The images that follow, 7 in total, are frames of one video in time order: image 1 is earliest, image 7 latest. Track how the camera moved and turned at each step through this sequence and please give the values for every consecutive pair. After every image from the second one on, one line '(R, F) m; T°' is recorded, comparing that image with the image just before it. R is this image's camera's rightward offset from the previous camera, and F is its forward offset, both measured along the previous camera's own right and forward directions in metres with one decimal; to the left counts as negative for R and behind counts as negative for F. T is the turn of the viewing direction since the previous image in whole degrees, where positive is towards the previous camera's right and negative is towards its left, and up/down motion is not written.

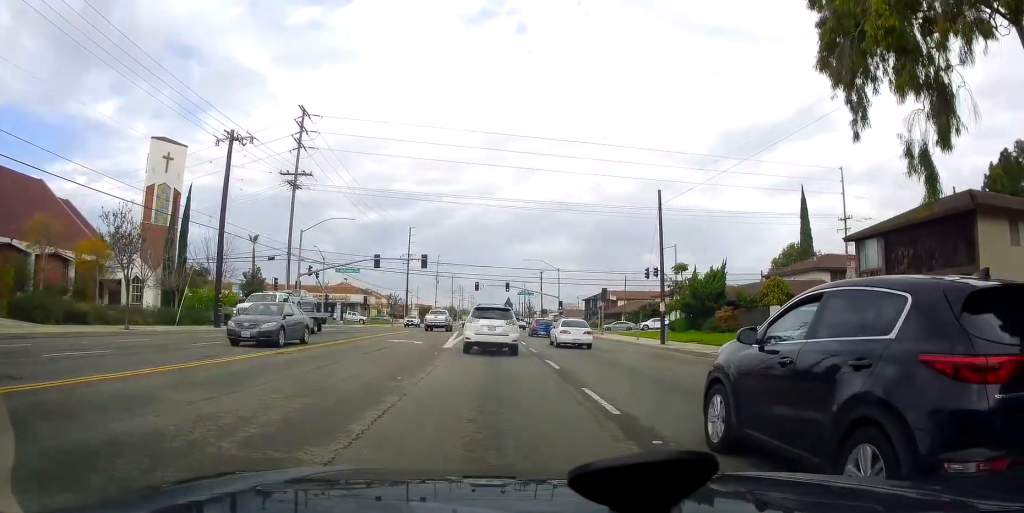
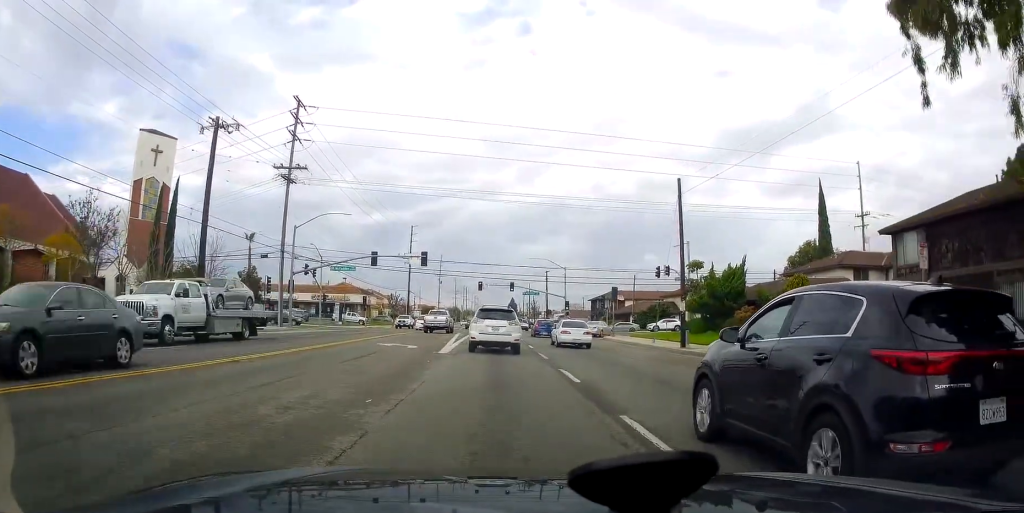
(0.0, +2.8) m; +4°
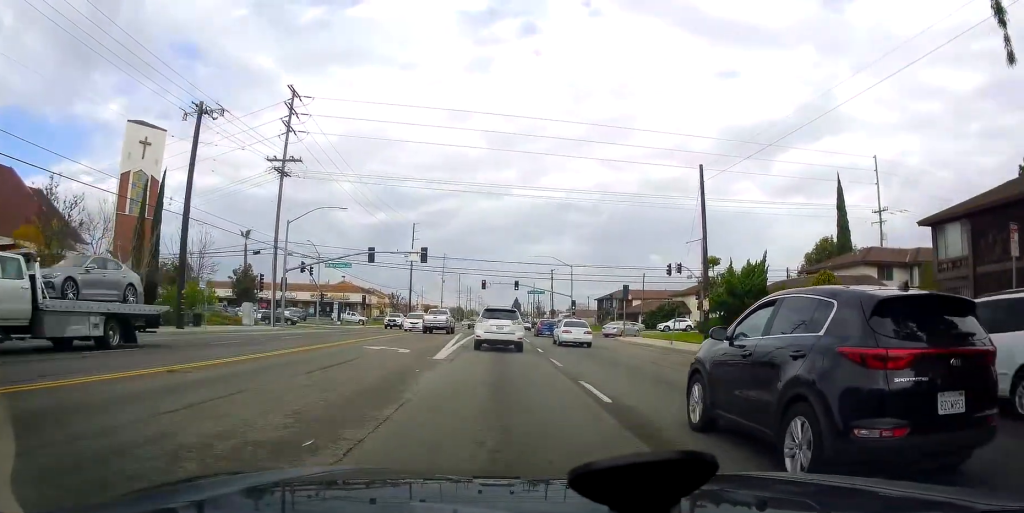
(-0.1, +2.5) m; +3°
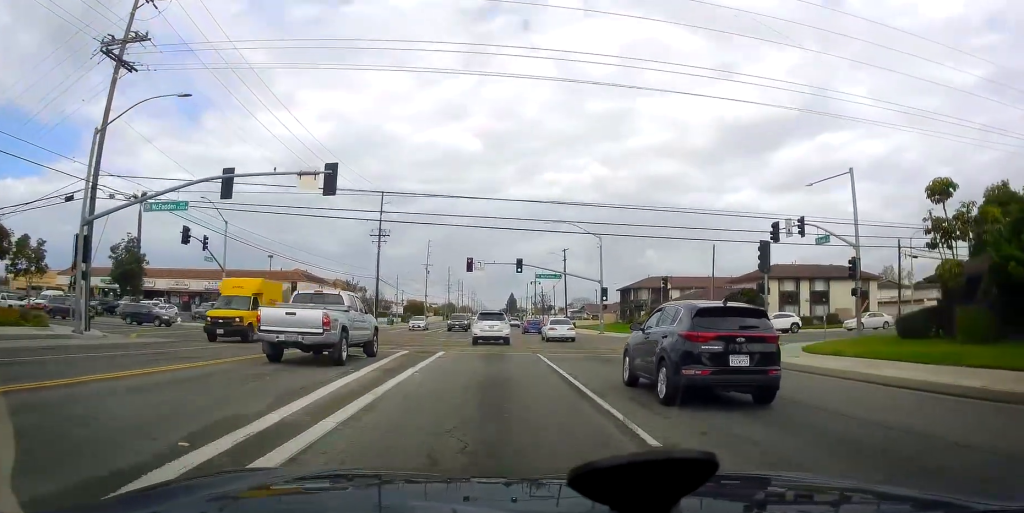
(-2.5, +25.8) m; -13°
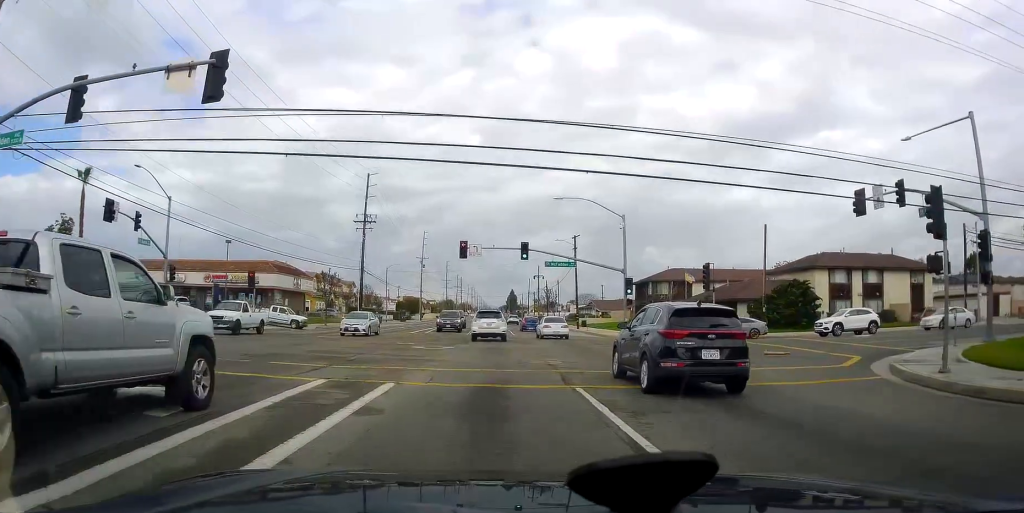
(-0.5, +10.3) m; +1°
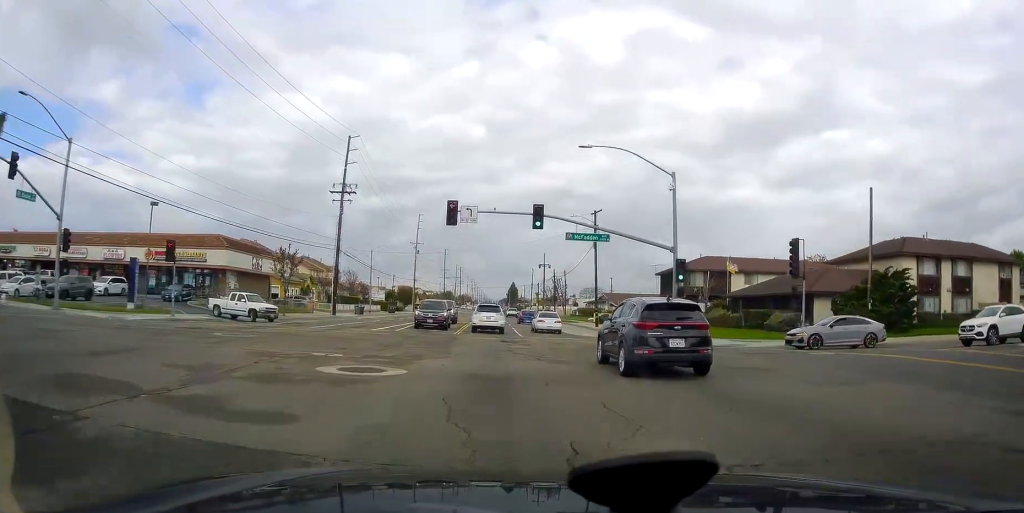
(+0.9, +13.2) m; +4°
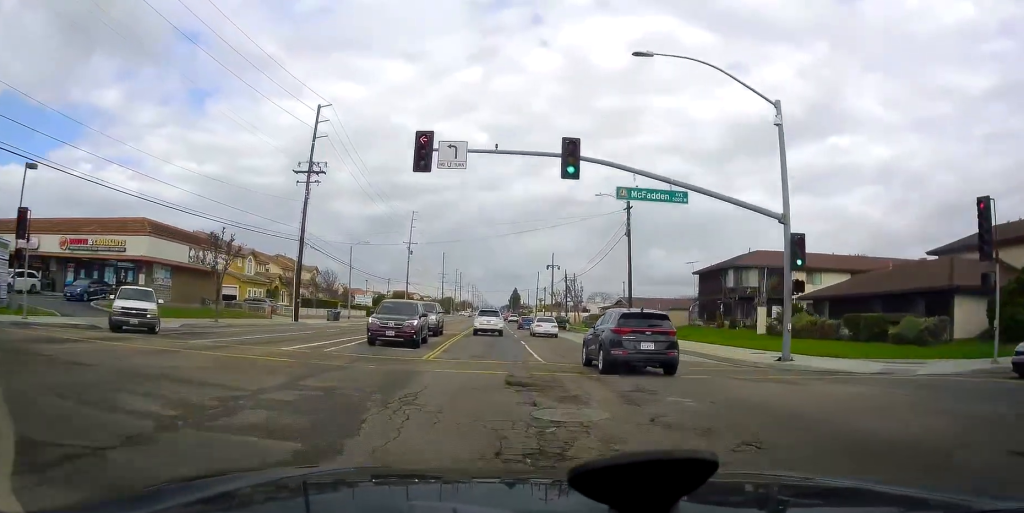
(+0.1, +13.8) m; 0°
